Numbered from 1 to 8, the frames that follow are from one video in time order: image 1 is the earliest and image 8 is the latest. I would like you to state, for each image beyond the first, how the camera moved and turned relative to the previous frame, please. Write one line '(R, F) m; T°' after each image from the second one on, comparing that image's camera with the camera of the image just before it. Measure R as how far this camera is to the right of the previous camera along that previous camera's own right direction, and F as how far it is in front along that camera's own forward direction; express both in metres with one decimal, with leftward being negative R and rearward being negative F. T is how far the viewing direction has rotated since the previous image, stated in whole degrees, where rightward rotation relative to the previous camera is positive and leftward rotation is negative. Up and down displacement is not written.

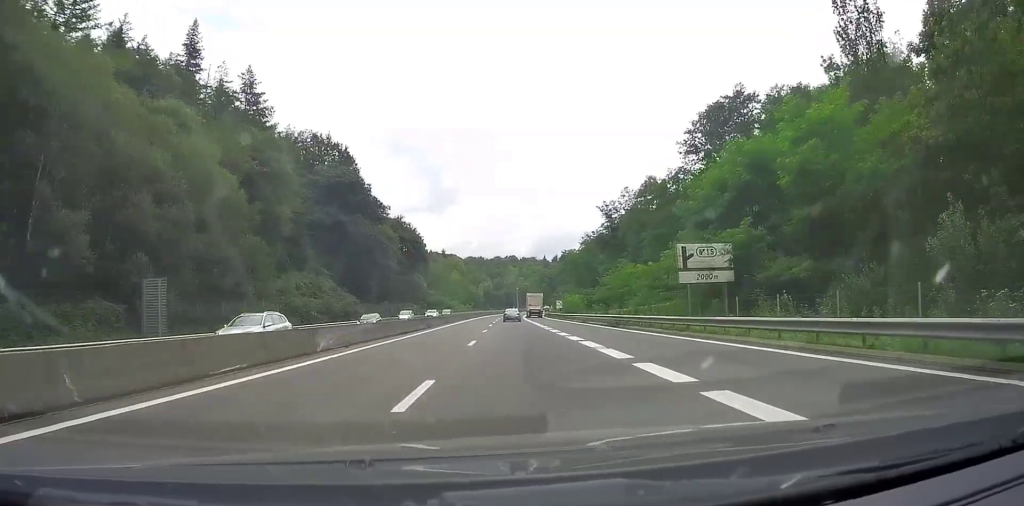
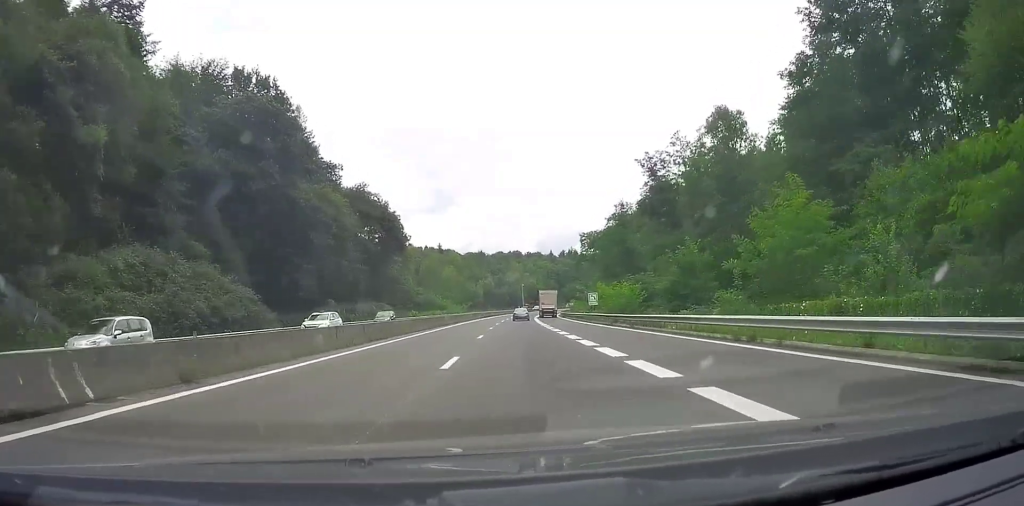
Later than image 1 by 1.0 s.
(-0.1, +34.3) m; 0°
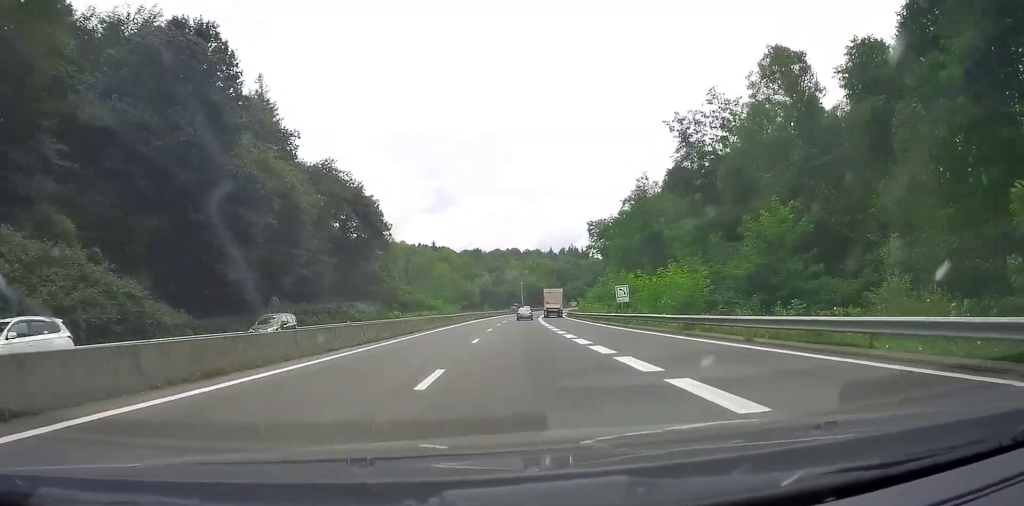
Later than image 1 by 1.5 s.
(+0.1, +16.3) m; 0°
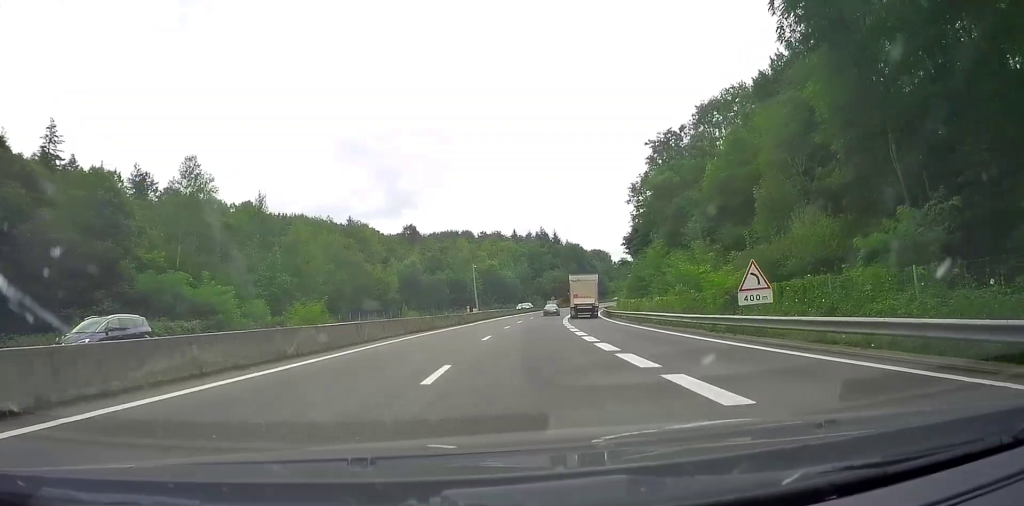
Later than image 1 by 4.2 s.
(+1.4, +89.6) m; +4°
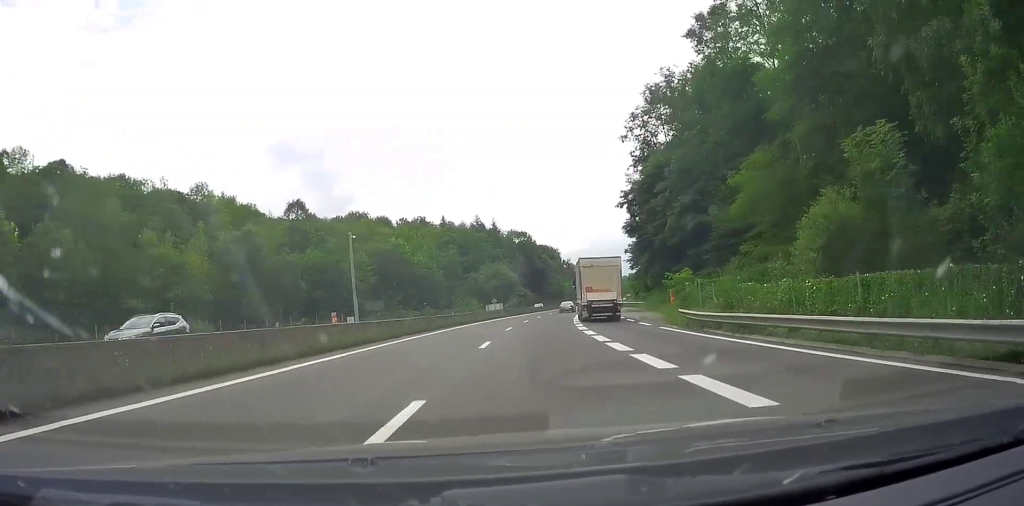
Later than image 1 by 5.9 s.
(+2.9, +56.3) m; +6°
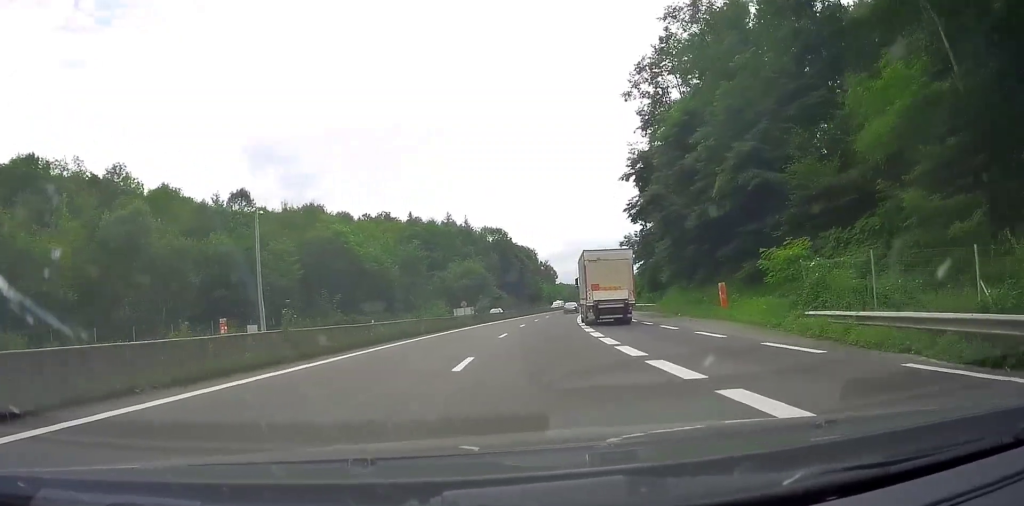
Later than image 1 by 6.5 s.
(+0.2, +19.0) m; +2°
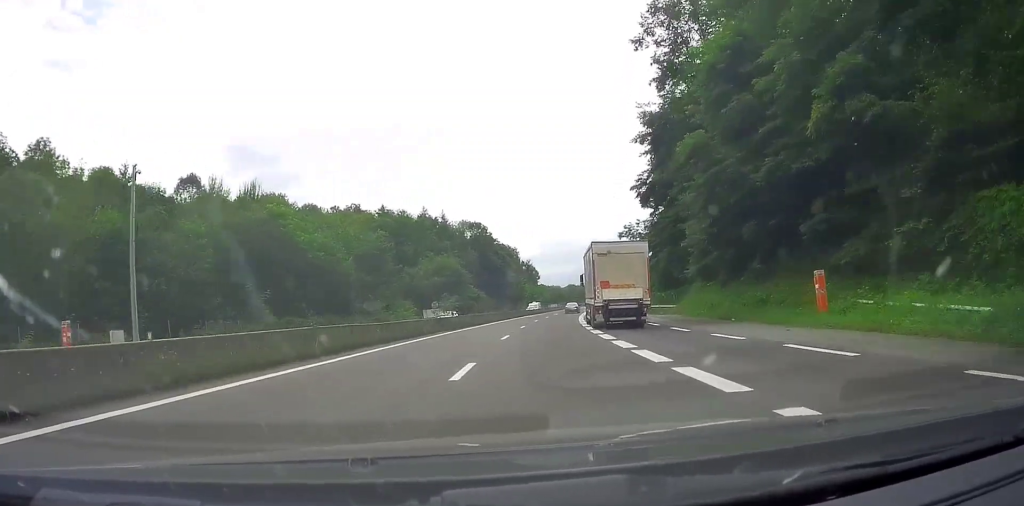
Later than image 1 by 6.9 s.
(+0.5, +14.5) m; +2°
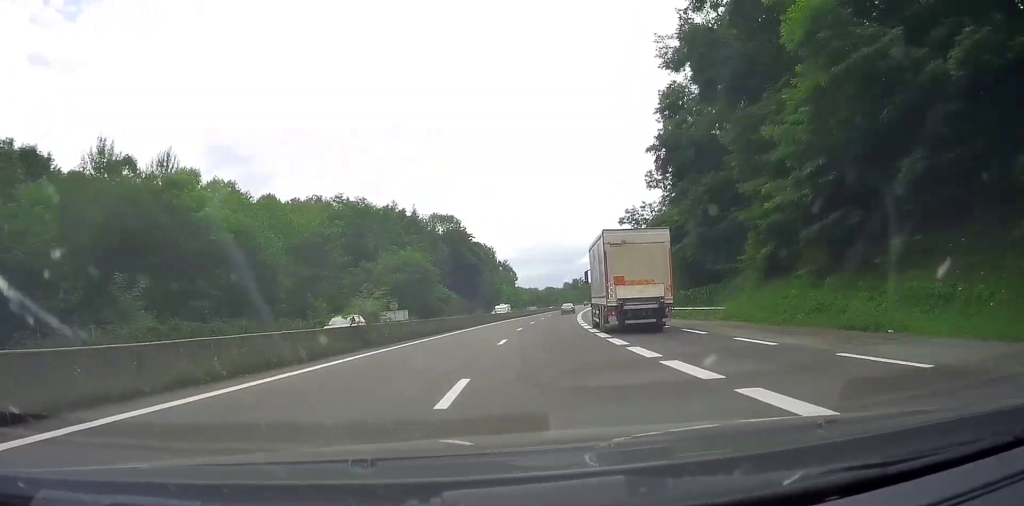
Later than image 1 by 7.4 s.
(+0.1, +15.6) m; +2°
